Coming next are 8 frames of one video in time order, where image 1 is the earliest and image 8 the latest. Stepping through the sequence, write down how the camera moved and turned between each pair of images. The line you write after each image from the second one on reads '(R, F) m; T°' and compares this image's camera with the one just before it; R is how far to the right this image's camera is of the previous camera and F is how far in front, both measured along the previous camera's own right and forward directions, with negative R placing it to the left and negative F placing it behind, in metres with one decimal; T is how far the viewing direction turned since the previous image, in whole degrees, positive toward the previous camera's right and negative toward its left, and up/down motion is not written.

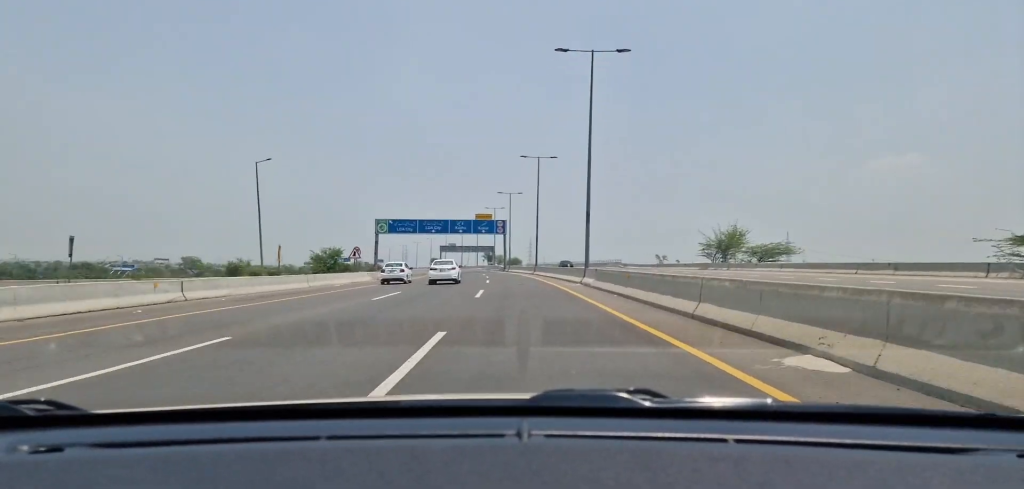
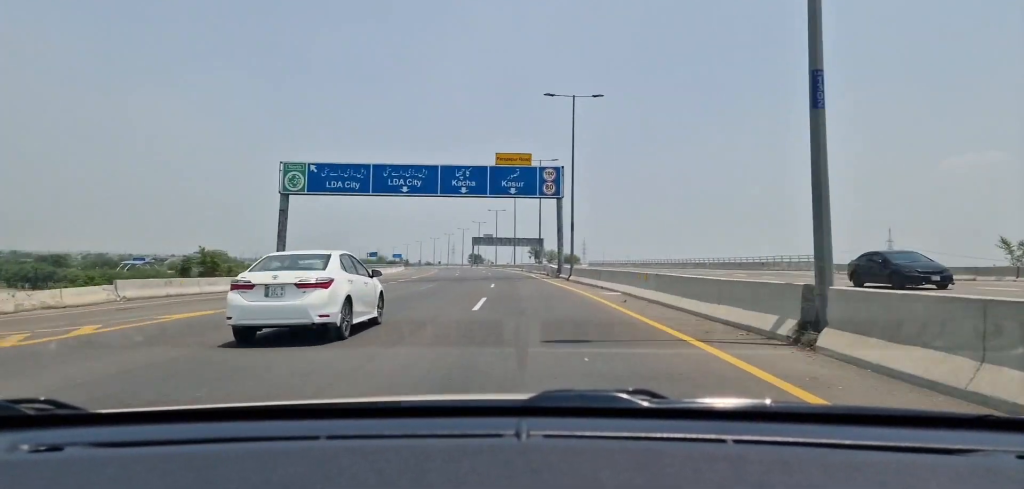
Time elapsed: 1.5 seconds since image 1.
(-2.4, +61.6) m; -4°
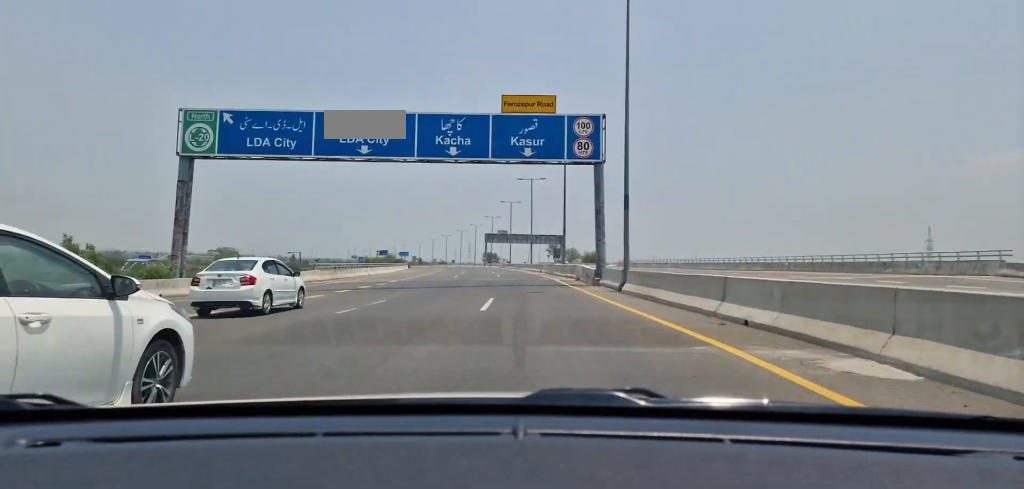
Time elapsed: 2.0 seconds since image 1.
(+0.3, +16.9) m; -1°
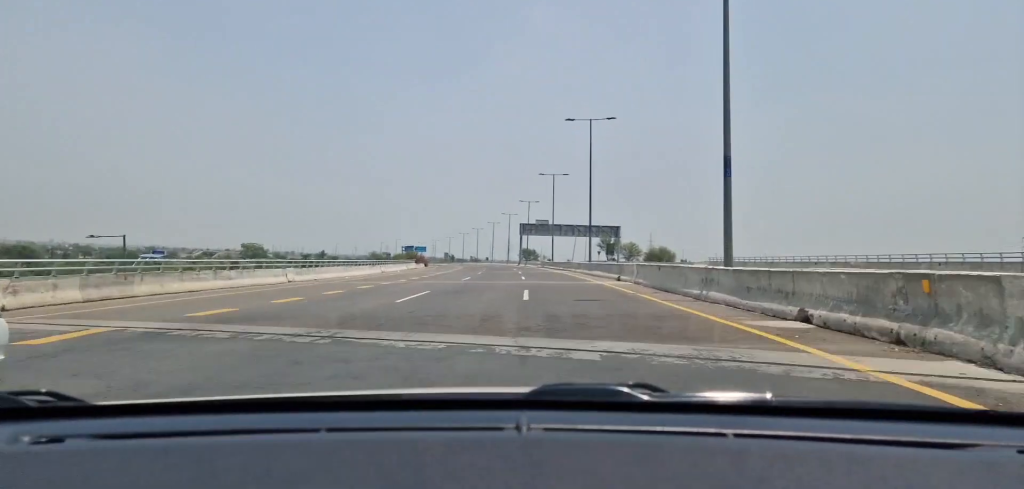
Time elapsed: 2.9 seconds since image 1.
(-1.3, +36.6) m; -3°
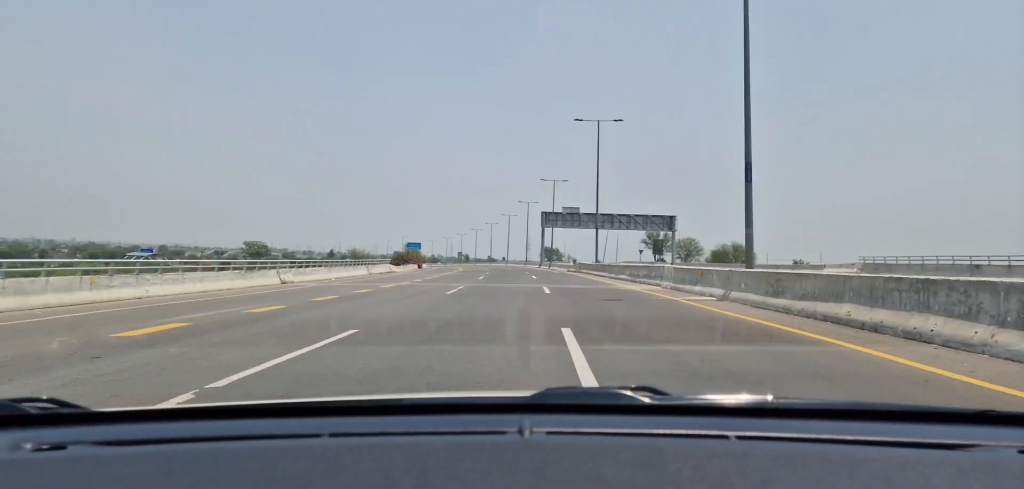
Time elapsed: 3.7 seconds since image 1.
(-1.0, +34.1) m; -2°
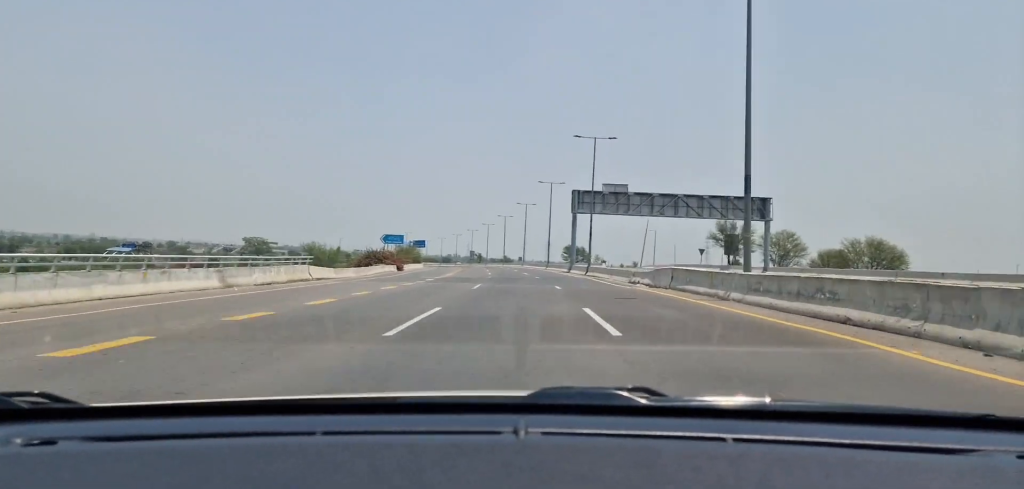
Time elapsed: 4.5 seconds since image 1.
(-0.4, +33.6) m; -1°
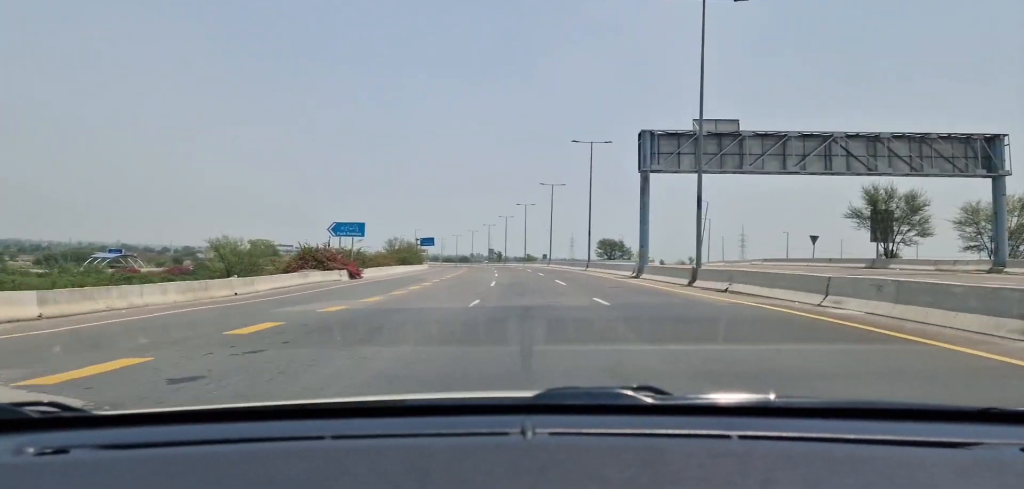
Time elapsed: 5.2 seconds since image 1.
(0.0, +30.9) m; -1°
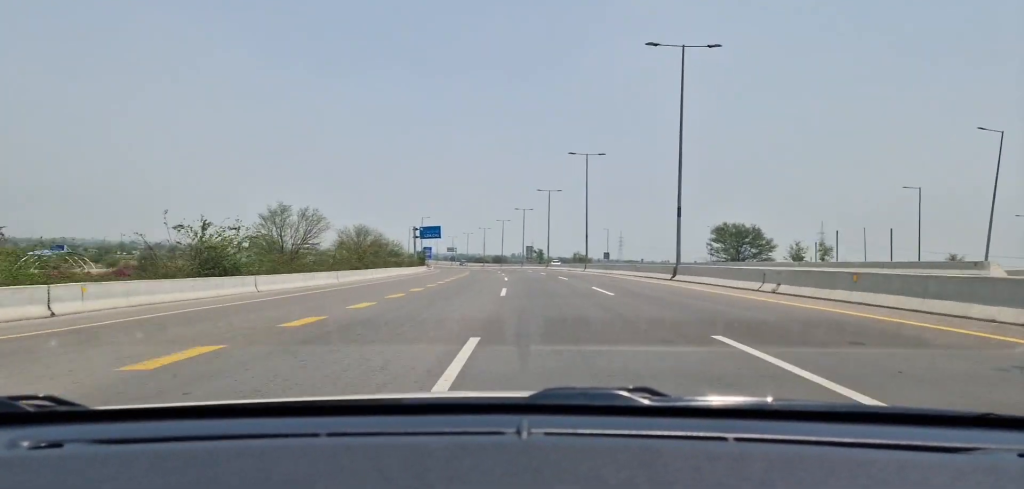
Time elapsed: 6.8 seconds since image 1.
(-2.2, +65.1) m; -4°
